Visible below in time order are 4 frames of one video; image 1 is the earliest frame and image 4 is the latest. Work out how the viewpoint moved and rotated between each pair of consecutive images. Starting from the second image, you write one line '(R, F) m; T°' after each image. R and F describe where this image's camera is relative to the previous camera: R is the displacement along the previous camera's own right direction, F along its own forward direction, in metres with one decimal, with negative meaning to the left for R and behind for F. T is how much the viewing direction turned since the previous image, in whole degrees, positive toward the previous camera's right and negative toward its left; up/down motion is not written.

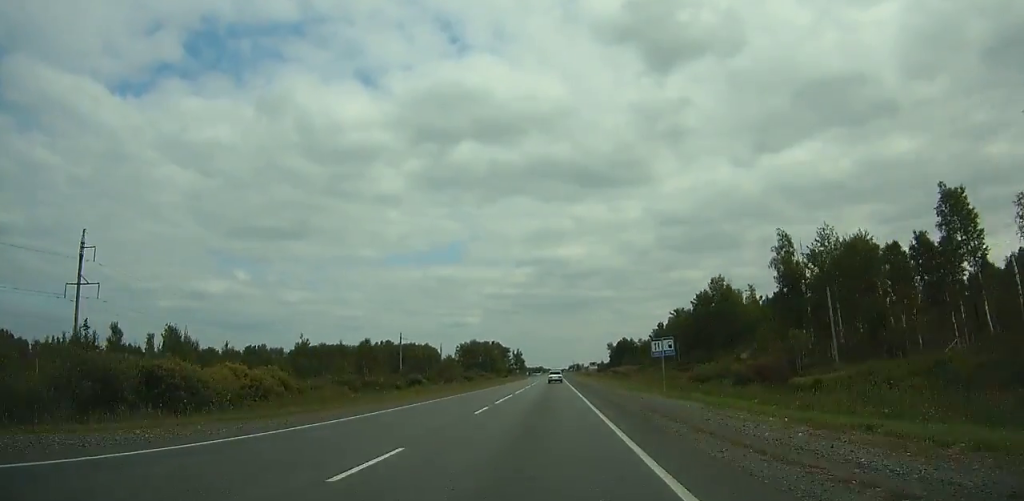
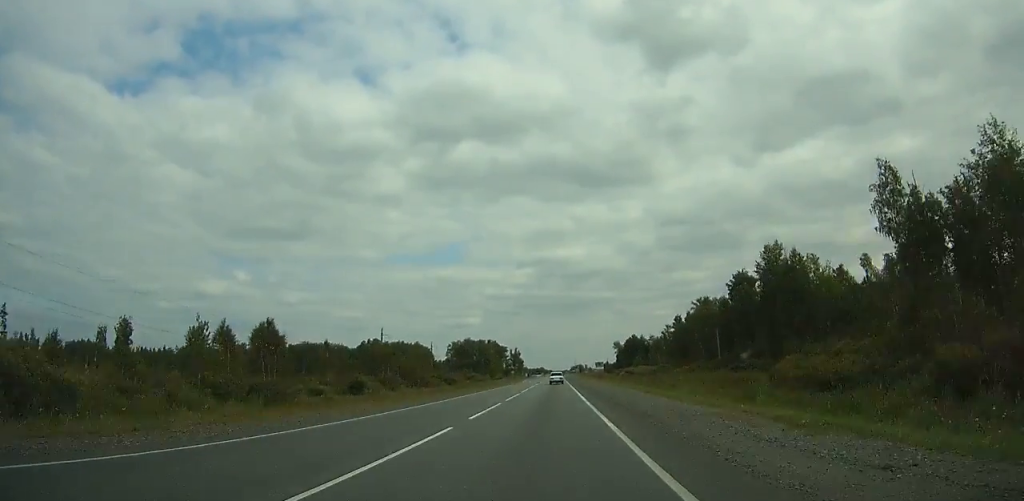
(0.0, +31.2) m; 0°
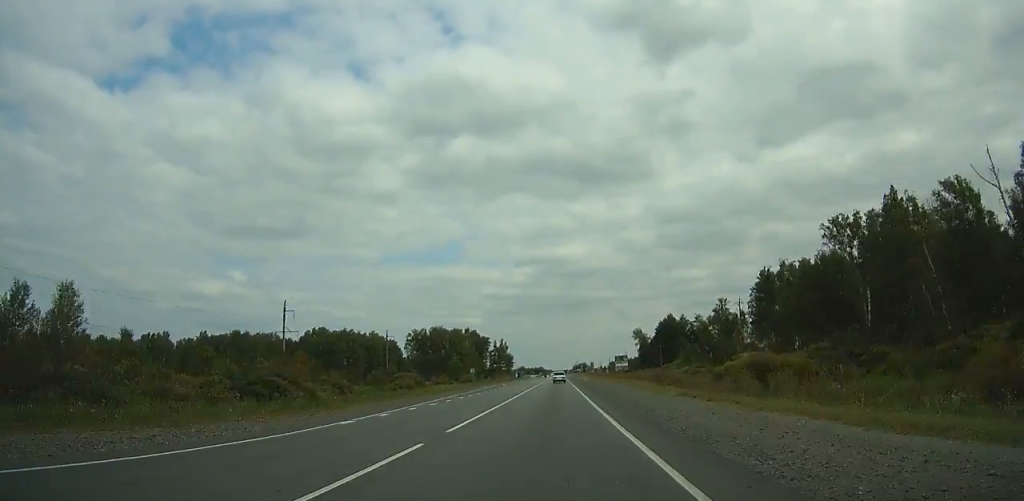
(-0.1, +87.6) m; 0°
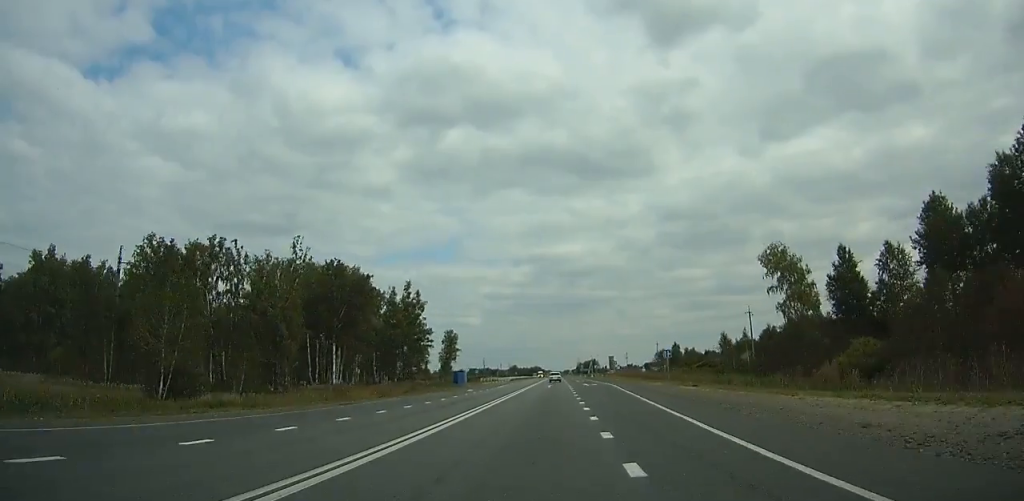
(+0.6, +159.1) m; 0°
